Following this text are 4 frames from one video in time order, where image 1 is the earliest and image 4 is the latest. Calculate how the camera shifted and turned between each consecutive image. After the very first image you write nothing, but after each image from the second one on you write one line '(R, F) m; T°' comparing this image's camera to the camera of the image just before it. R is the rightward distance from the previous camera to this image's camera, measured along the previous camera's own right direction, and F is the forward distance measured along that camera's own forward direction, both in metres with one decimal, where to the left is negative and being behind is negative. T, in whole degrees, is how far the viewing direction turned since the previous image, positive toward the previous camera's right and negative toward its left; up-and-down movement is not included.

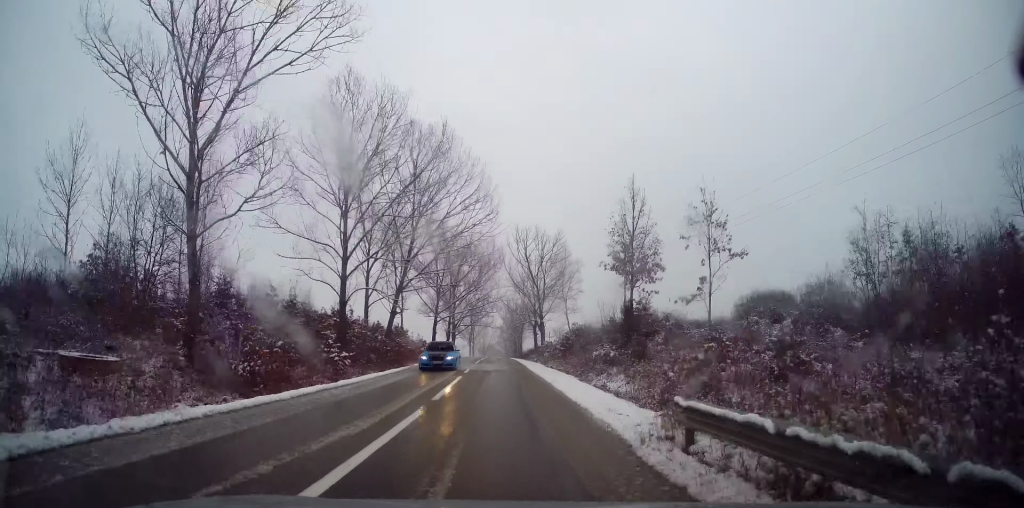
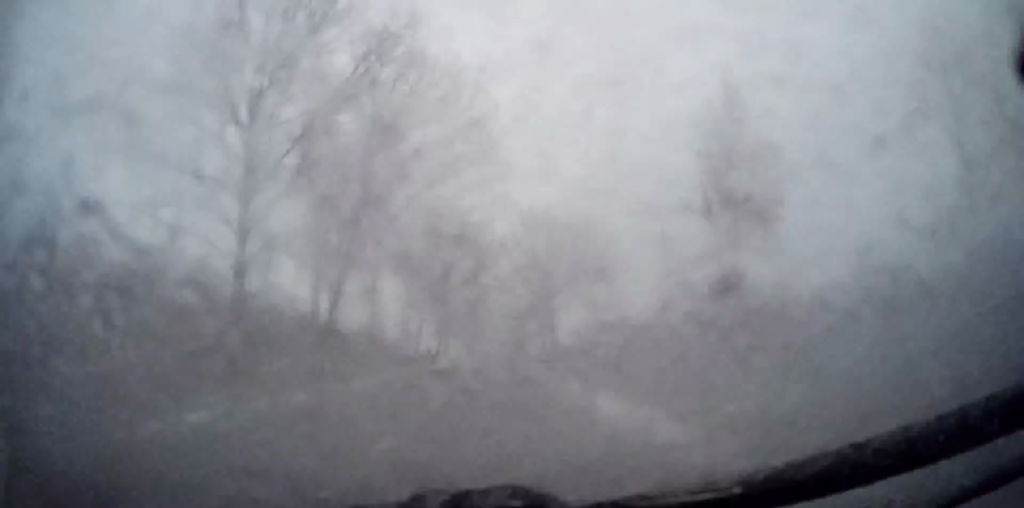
(-0.4, +13.9) m; -1°
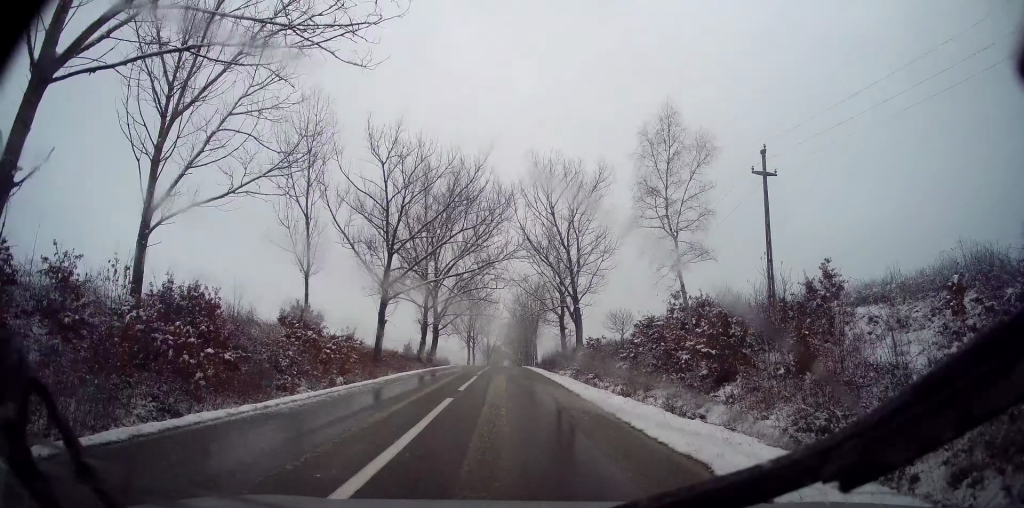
(+0.3, +17.8) m; +2°
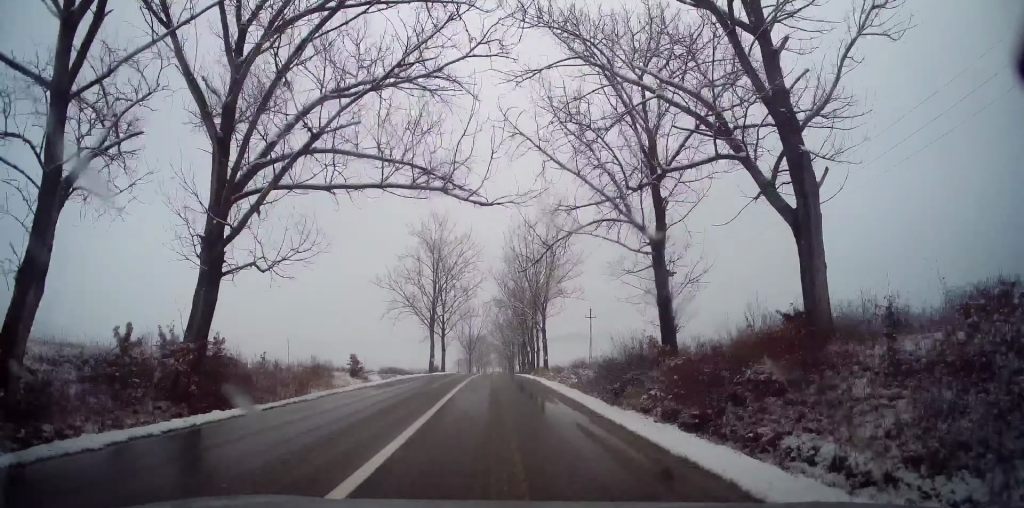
(-0.1, +41.6) m; 0°
